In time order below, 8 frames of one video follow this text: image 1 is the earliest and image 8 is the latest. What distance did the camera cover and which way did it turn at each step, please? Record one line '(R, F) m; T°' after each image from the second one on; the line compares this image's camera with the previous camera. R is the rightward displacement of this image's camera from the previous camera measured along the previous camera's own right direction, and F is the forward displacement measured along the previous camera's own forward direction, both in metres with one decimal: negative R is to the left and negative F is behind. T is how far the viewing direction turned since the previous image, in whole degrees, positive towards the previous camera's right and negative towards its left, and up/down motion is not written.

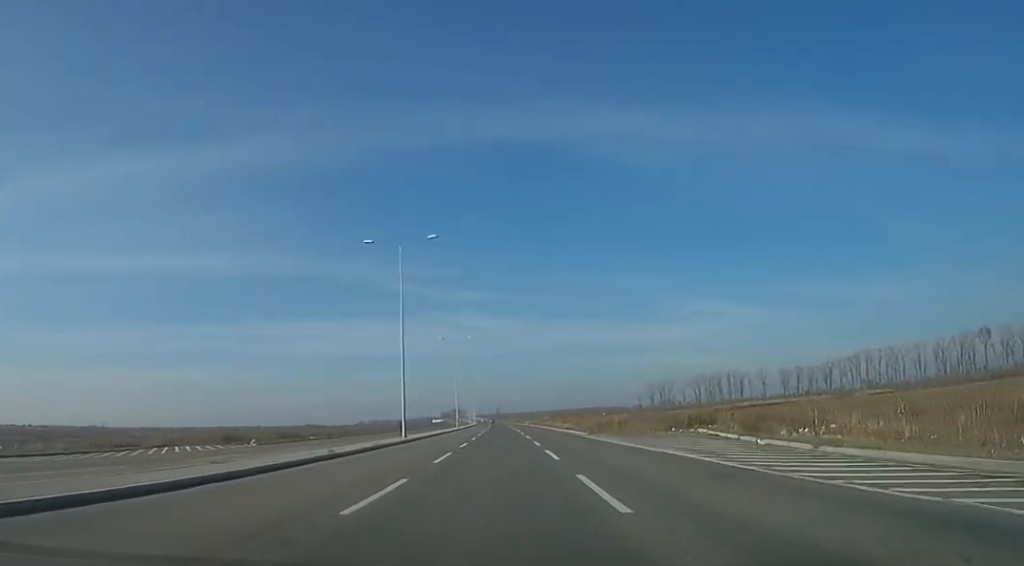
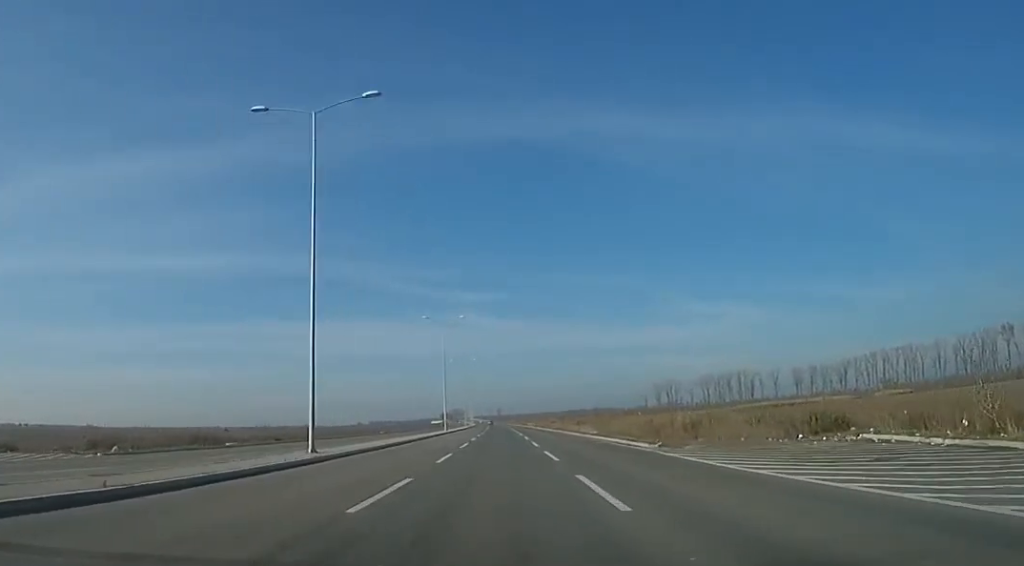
(-0.4, +19.8) m; +1°
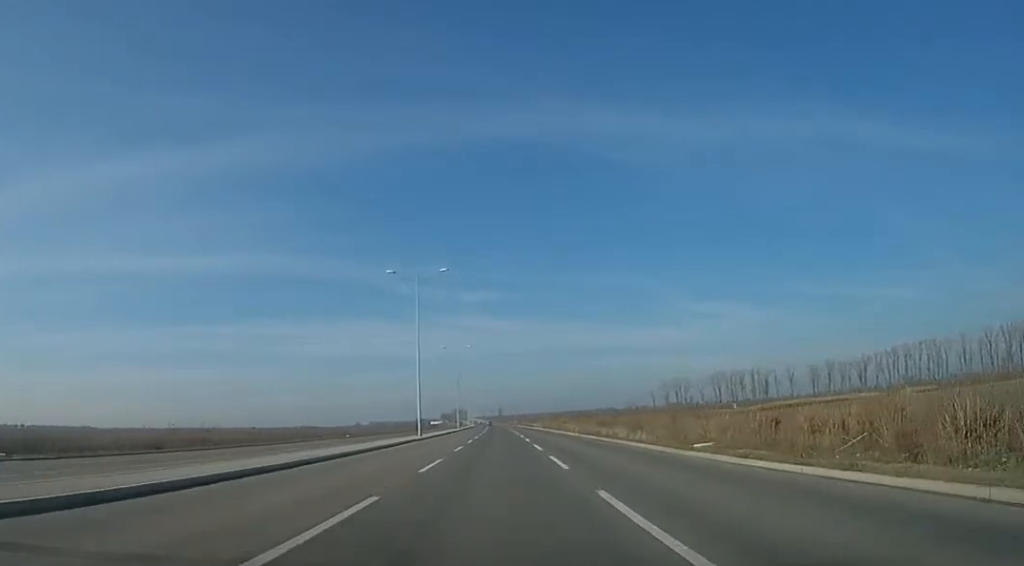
(+1.0, +23.3) m; +1°
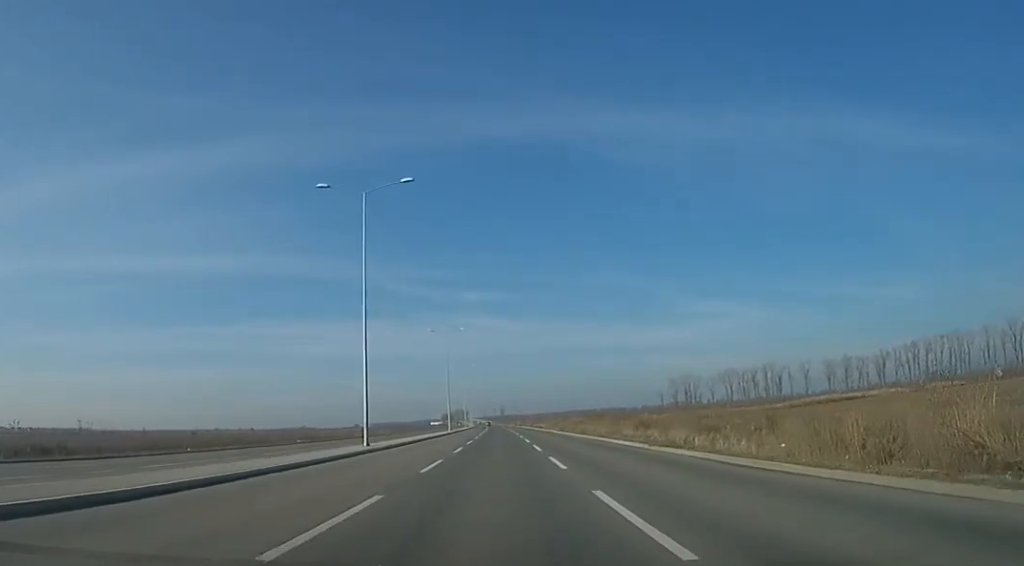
(-0.1, +19.9) m; -3°
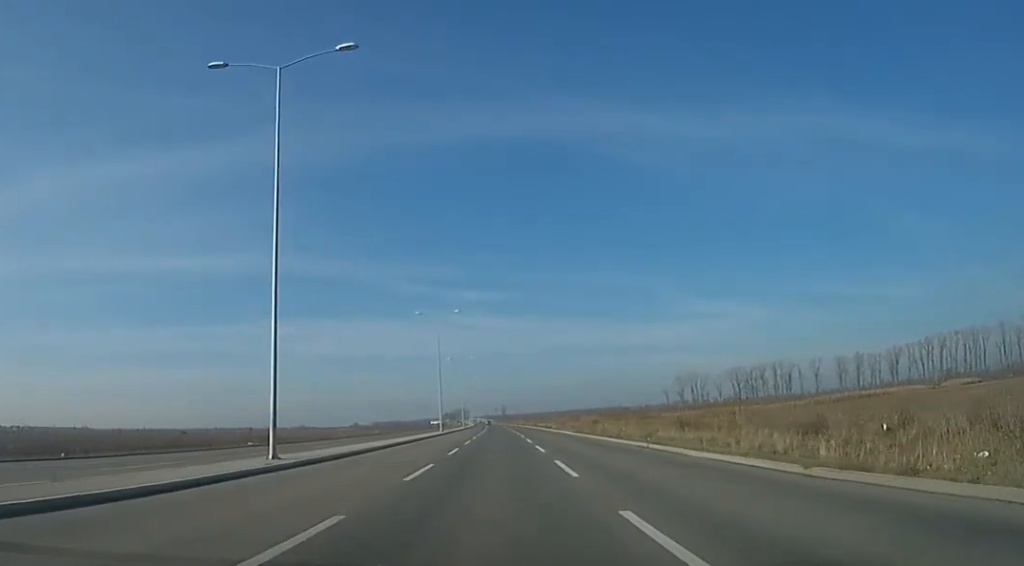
(-0.8, +12.5) m; 0°
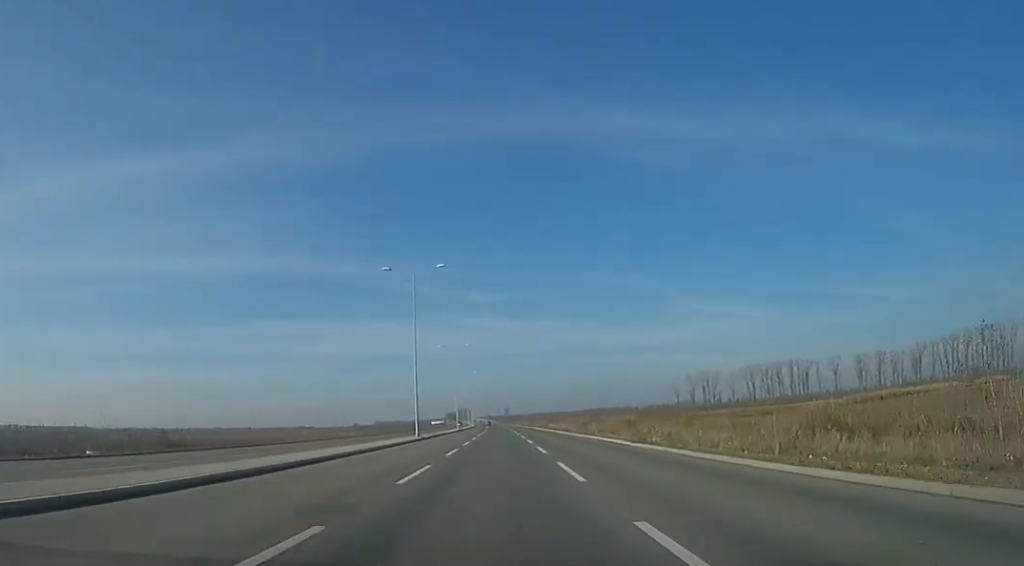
(+0.3, +20.9) m; 0°
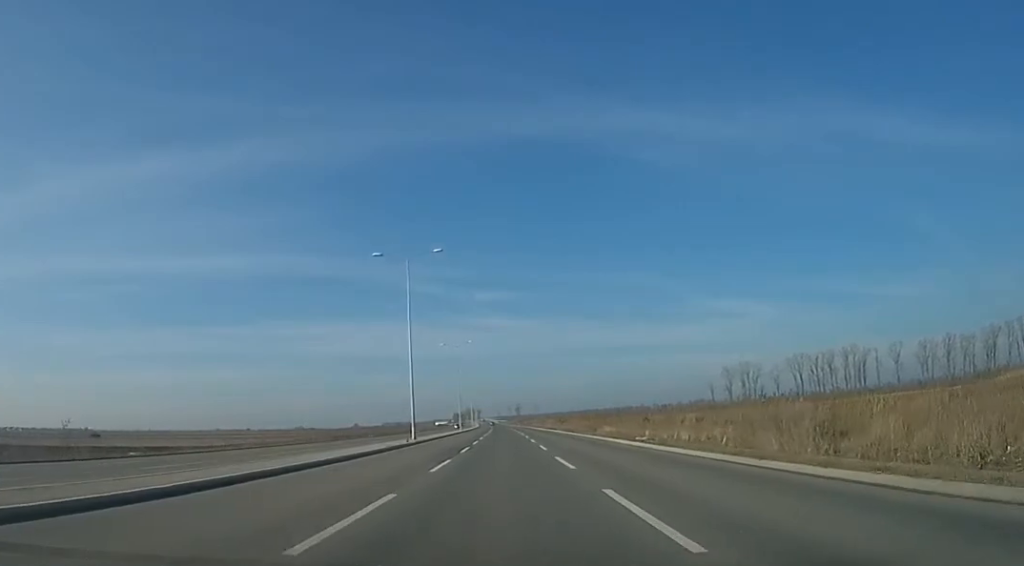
(+0.8, +56.7) m; 0°
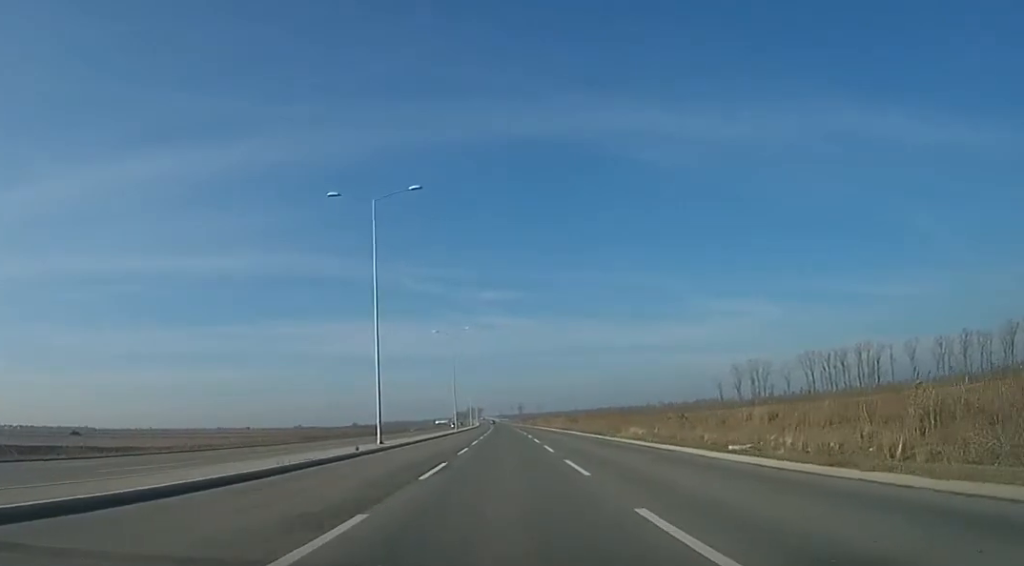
(-0.8, +12.3) m; -2°
